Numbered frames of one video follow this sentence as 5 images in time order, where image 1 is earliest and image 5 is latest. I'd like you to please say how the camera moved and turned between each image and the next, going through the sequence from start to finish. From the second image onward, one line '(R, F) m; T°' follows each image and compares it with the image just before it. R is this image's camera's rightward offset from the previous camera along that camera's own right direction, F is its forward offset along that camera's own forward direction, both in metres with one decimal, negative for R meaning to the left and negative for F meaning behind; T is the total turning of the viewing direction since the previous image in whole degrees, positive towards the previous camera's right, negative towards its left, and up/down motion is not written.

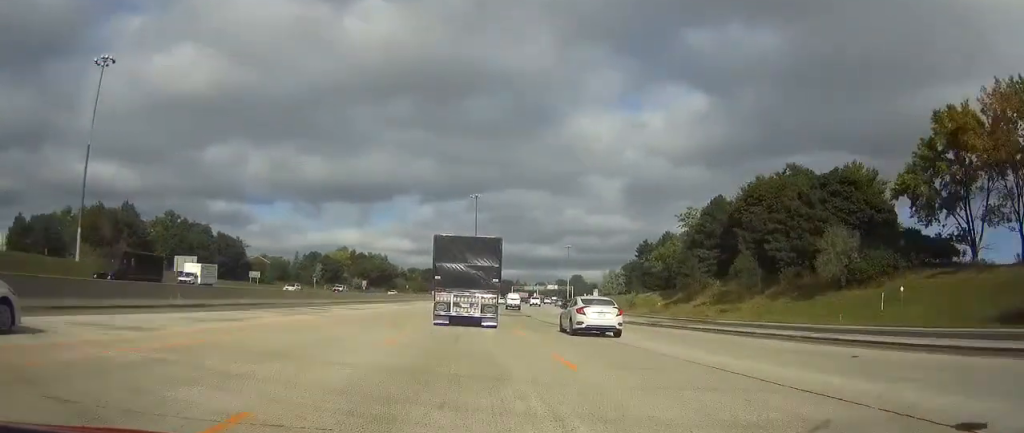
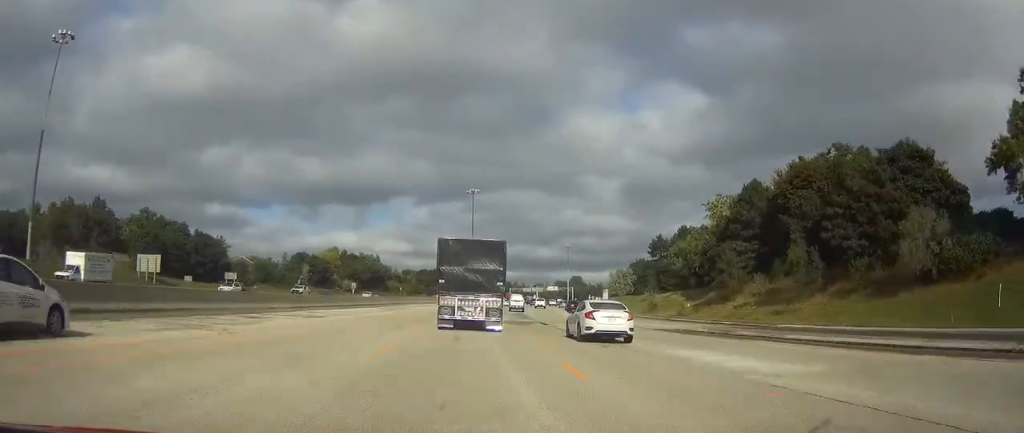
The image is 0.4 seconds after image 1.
(+0.5, +13.0) m; +1°
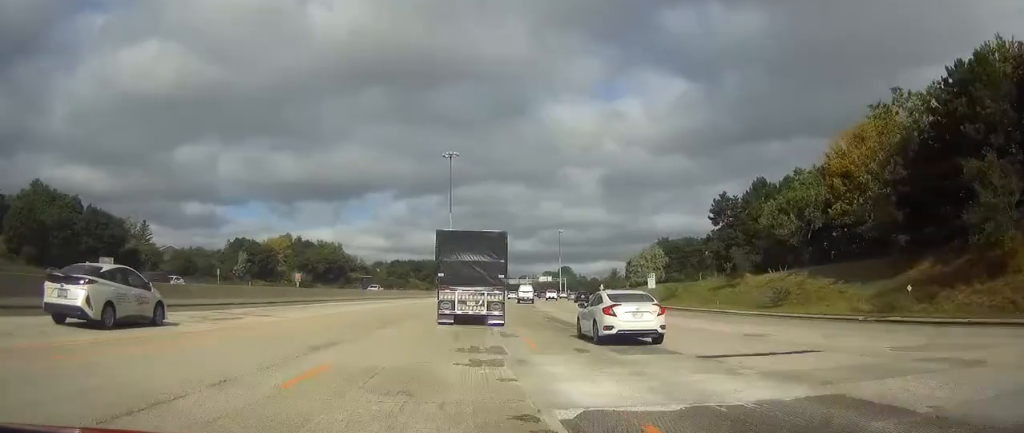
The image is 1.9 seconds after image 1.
(-0.1, +42.7) m; +2°
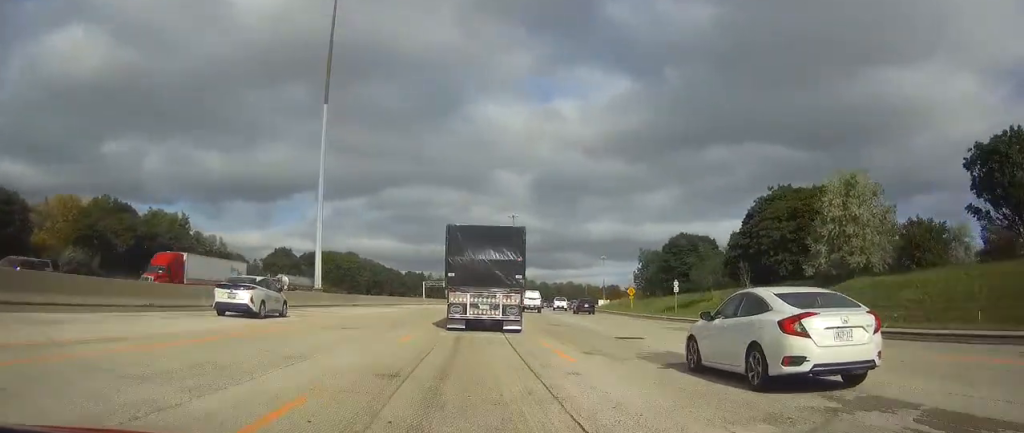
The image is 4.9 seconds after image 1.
(+4.2, +88.4) m; +3°
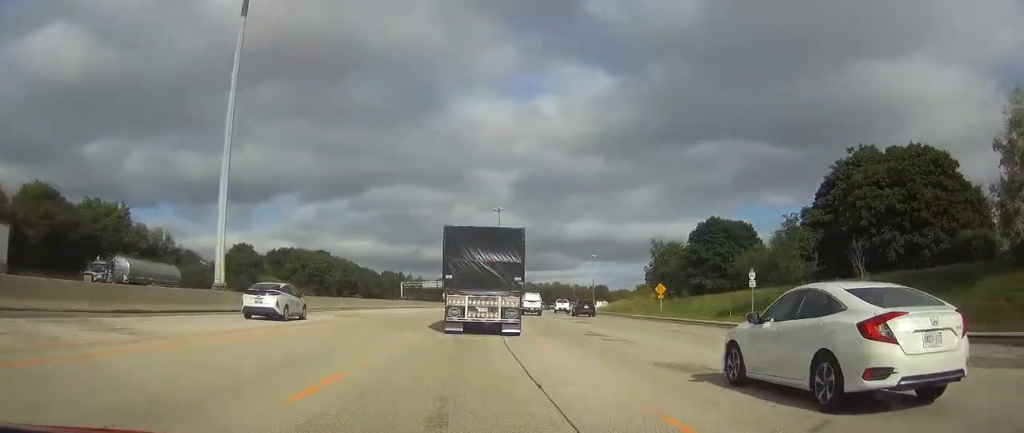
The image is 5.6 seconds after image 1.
(+0.7, +21.9) m; +2°
